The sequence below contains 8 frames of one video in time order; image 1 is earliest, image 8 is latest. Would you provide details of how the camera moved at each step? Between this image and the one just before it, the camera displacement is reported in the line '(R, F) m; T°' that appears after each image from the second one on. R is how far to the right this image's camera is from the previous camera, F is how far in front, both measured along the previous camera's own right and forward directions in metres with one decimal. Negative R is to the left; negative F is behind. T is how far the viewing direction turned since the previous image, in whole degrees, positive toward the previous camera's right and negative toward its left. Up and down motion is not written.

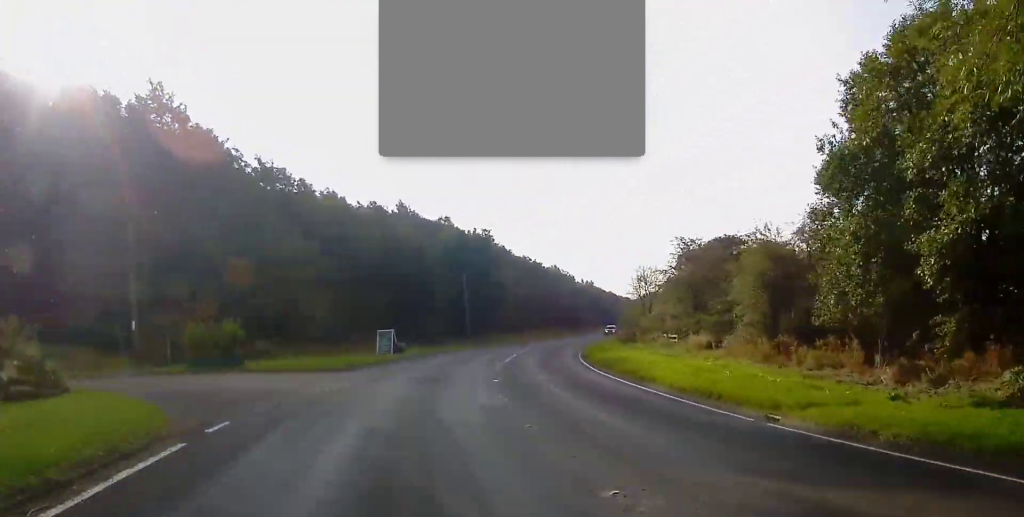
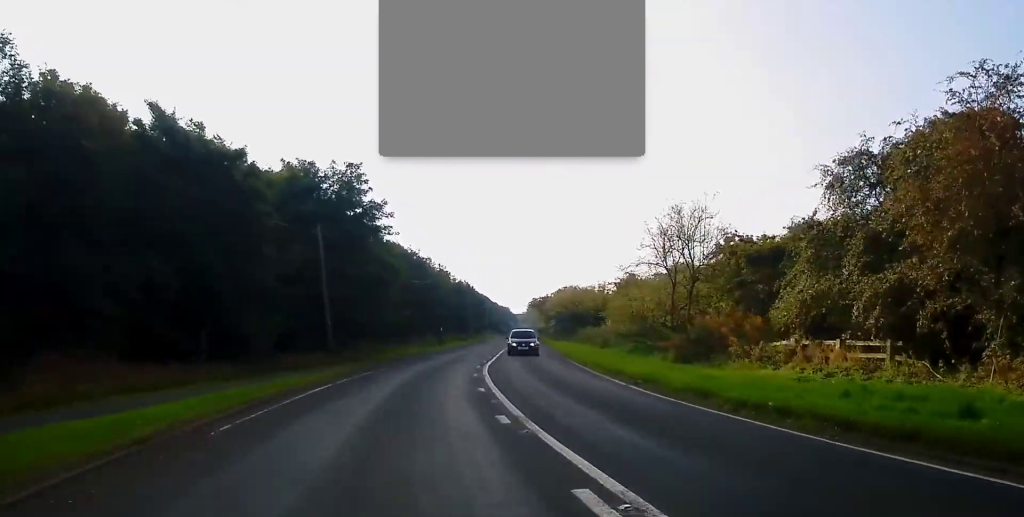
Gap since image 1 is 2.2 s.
(+3.0, +32.7) m; +11°
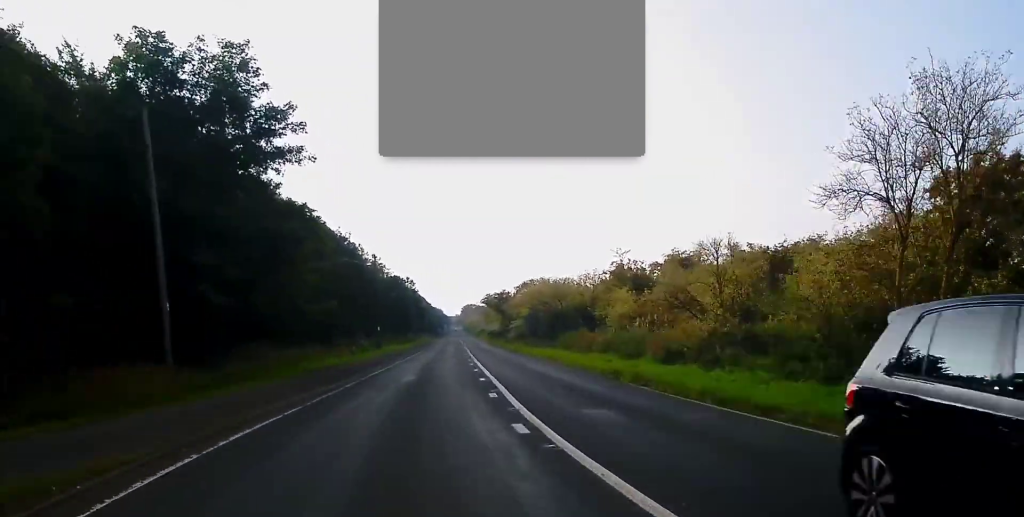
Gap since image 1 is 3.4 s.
(+1.1, +19.1) m; +5°
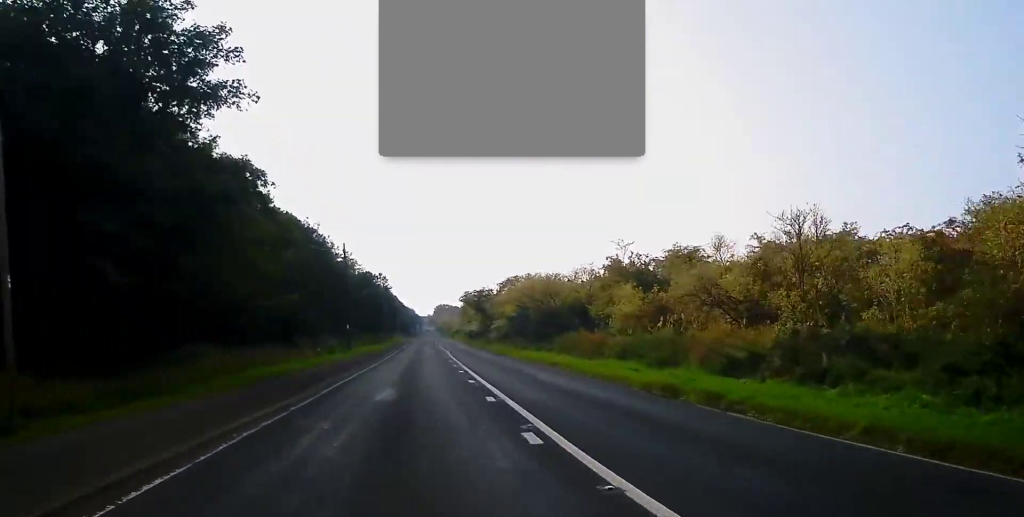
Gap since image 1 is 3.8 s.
(+0.1, +6.8) m; +1°
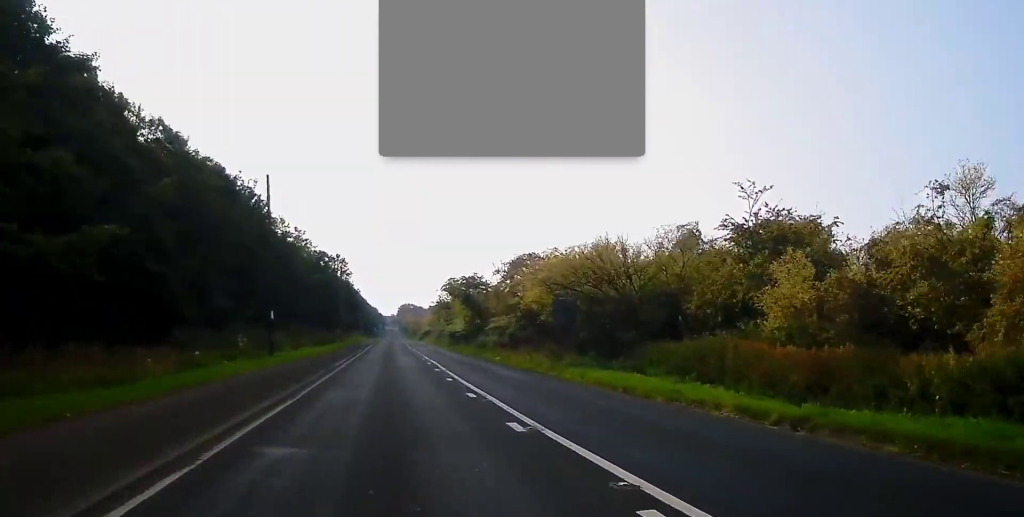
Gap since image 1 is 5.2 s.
(+0.5, +21.9) m; +3°
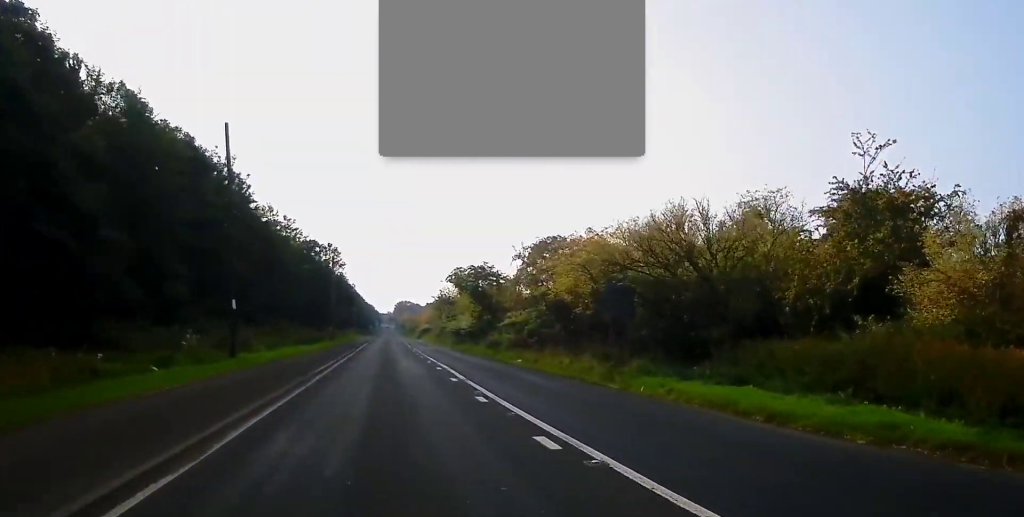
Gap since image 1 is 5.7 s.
(+0.2, +8.0) m; +1°
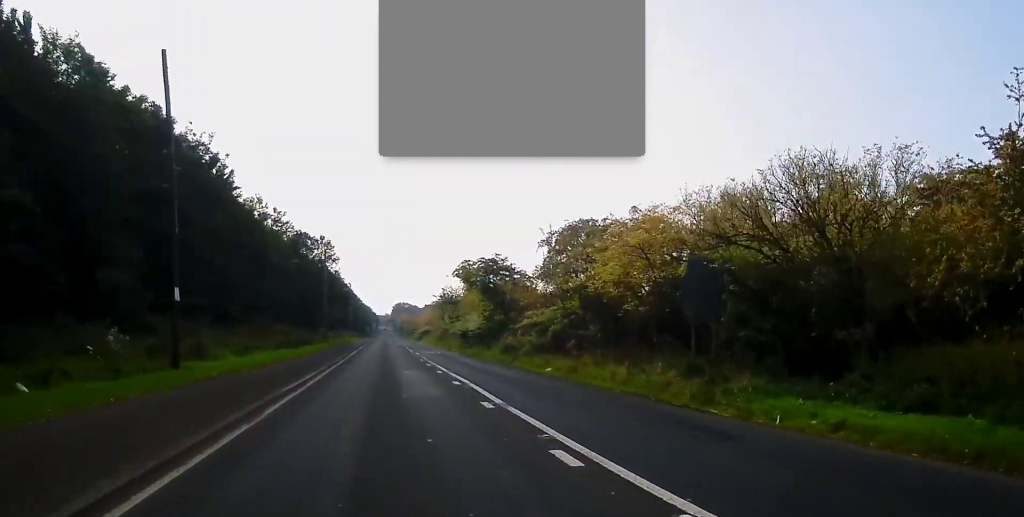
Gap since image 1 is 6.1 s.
(0.0, +6.8) m; 0°
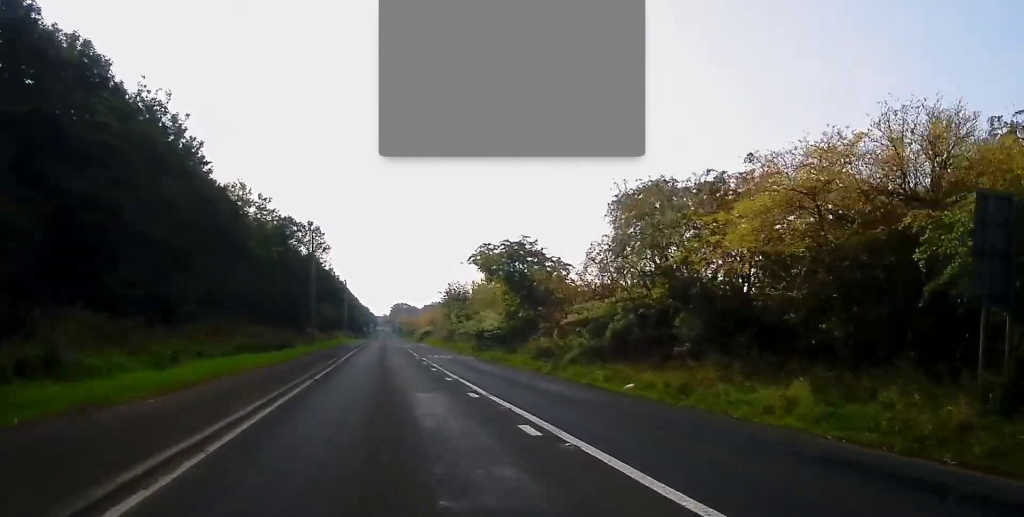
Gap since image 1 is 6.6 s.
(0.0, +9.7) m; 0°
